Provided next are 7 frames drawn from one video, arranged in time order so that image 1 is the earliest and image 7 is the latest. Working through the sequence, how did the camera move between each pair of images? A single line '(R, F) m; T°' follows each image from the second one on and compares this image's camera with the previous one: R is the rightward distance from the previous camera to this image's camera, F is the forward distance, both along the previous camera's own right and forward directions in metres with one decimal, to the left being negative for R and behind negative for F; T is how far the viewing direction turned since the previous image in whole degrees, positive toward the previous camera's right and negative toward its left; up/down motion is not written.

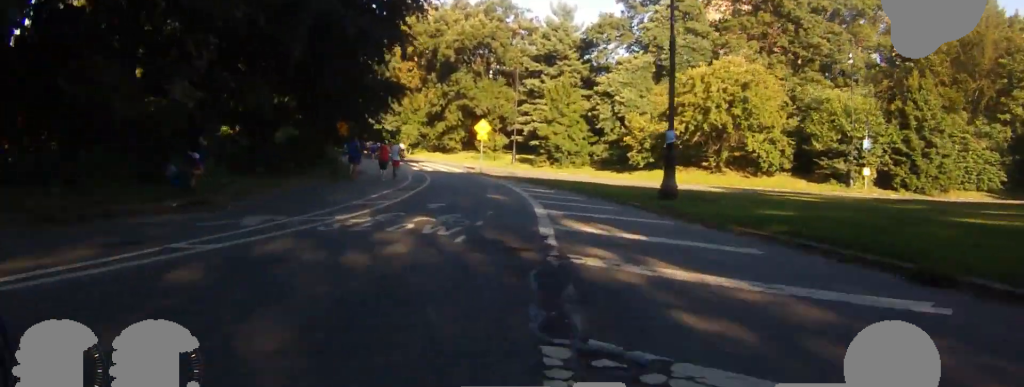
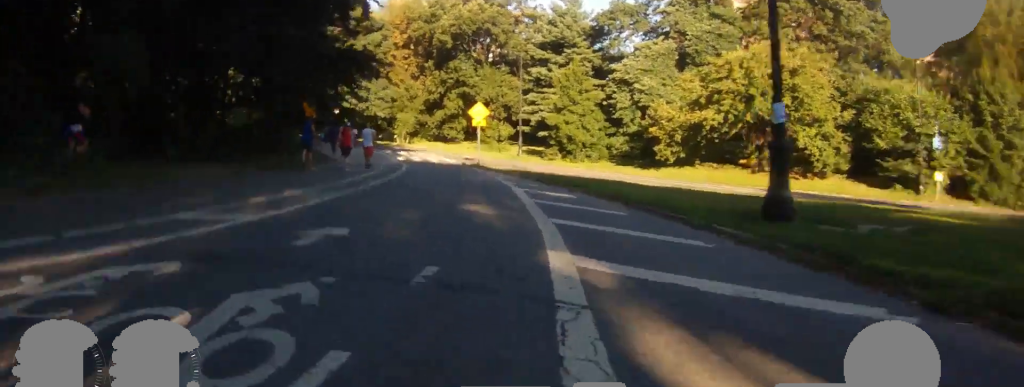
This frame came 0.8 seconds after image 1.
(0.0, +7.1) m; 0°
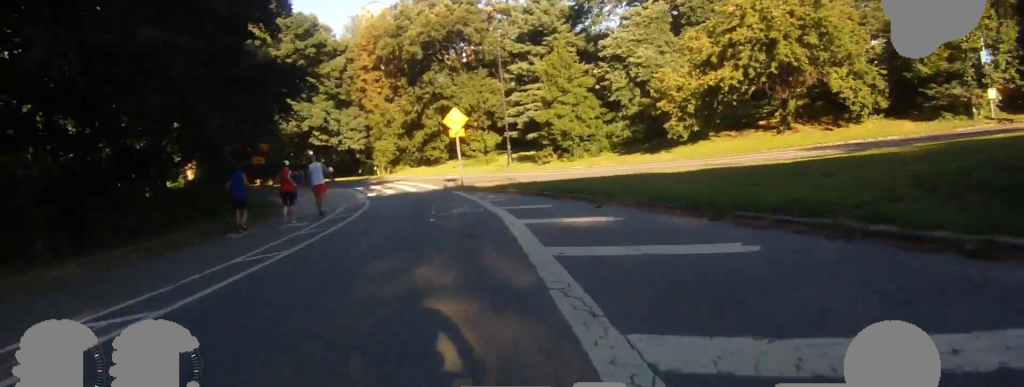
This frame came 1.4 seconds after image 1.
(0.0, +5.5) m; -5°
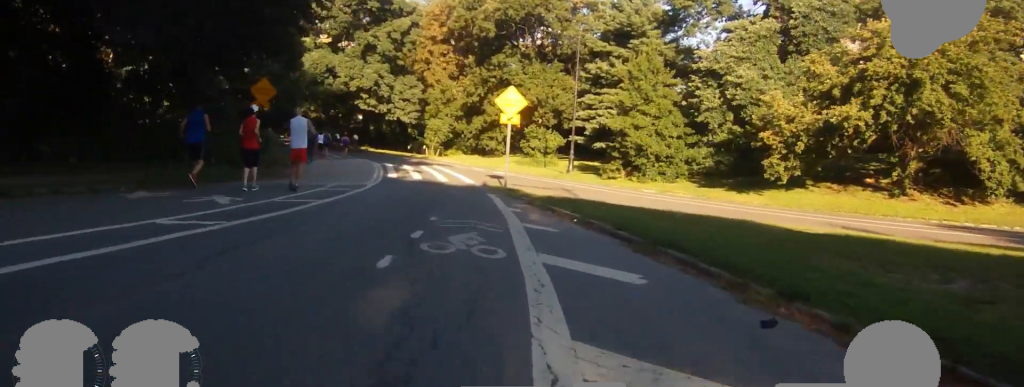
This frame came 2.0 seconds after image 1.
(+0.3, +5.7) m; -7°
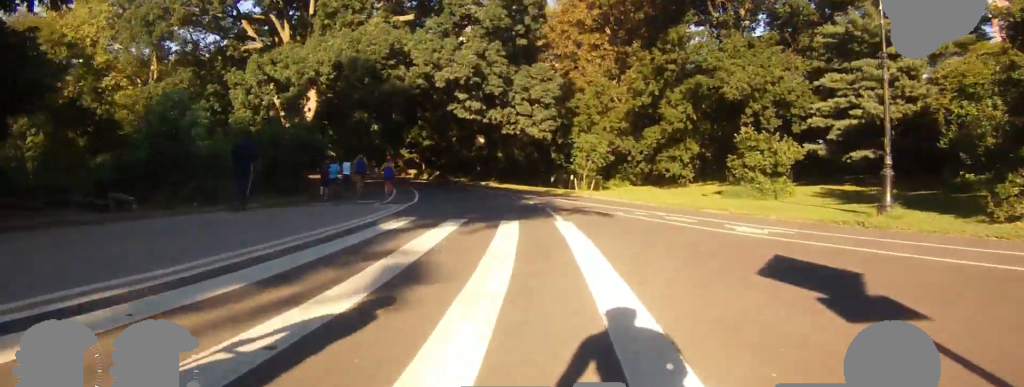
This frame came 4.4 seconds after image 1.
(-3.1, +21.1) m; -8°
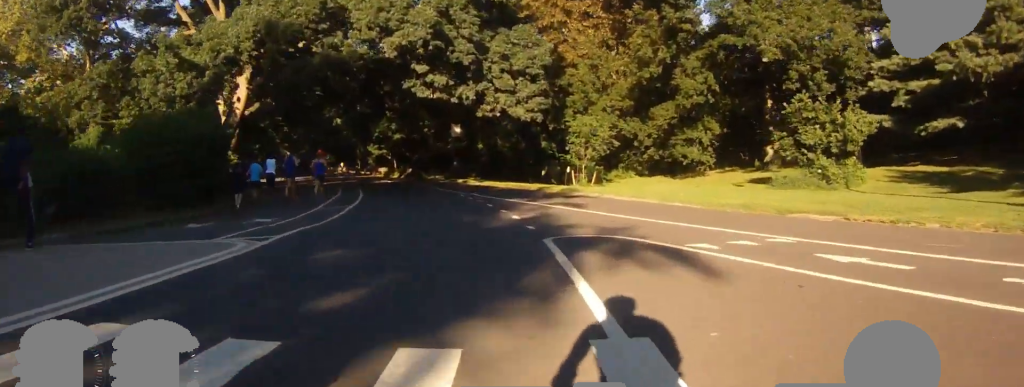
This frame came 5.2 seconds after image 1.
(-0.1, +7.7) m; -4°
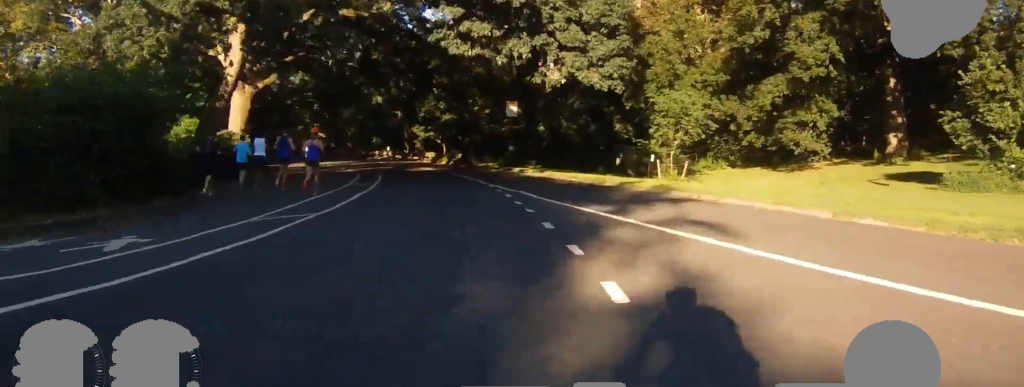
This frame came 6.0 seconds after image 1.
(-0.2, +7.0) m; -7°
